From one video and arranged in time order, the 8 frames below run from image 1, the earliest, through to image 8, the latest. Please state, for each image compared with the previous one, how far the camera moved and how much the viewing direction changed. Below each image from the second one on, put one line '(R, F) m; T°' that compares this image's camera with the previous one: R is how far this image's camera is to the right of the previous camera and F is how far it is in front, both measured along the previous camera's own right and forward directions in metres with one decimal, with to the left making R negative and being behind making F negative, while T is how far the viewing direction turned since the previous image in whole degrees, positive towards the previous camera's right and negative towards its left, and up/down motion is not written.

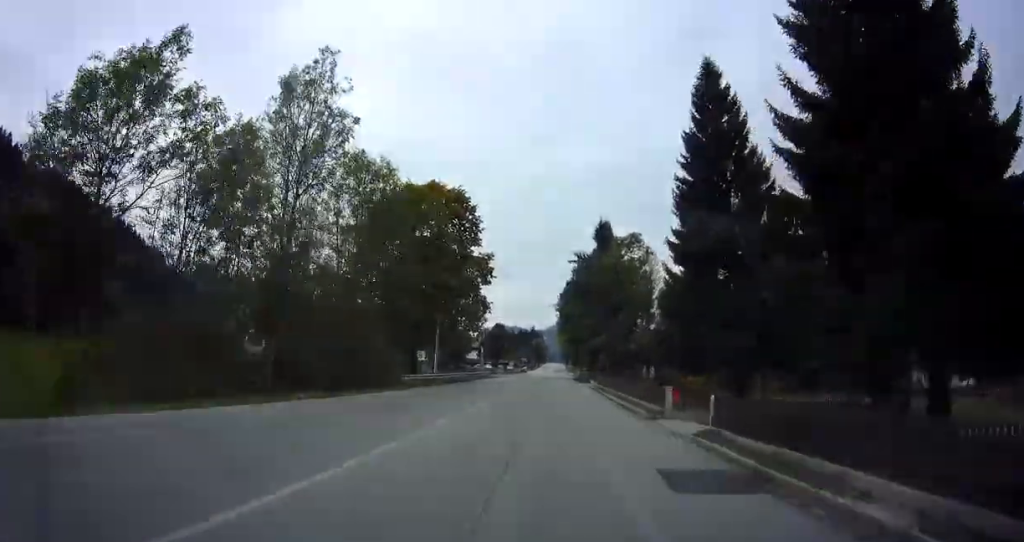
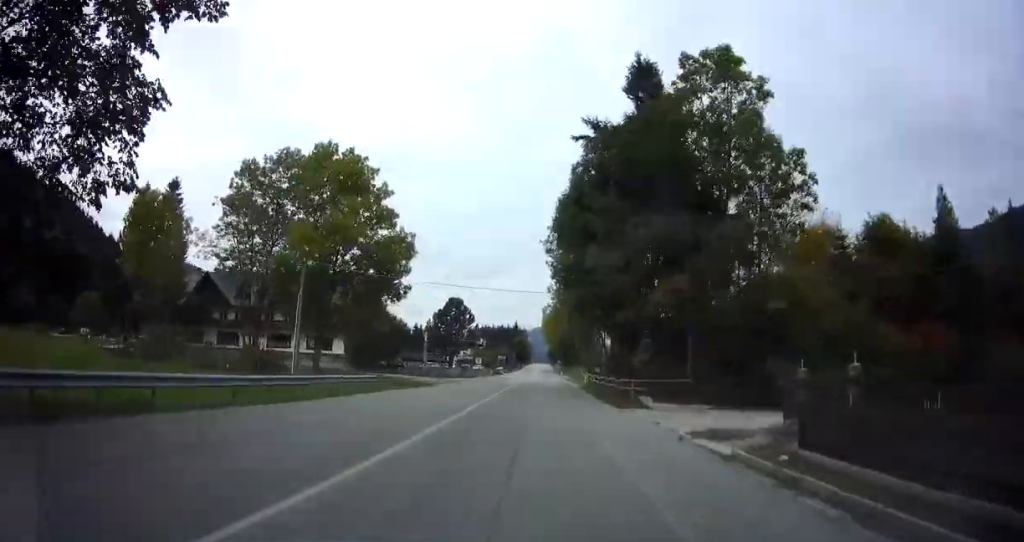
(+1.3, +42.0) m; +2°
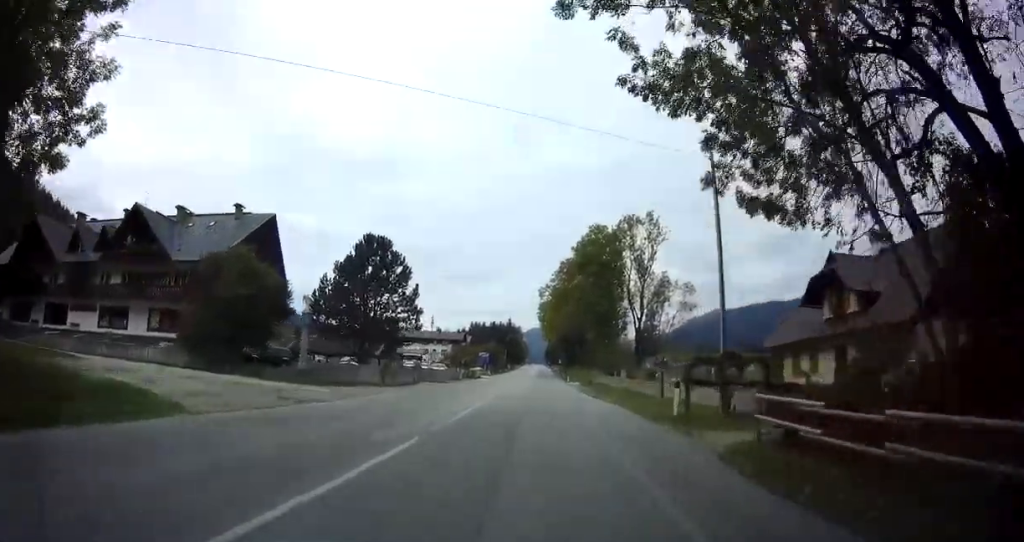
(-0.1, +34.5) m; 0°
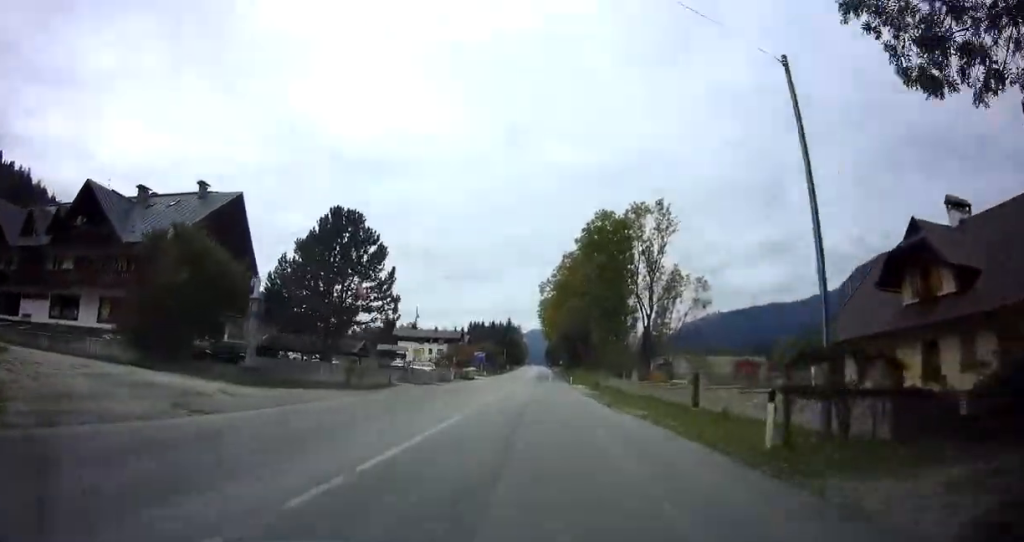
(0.0, +7.1) m; 0°
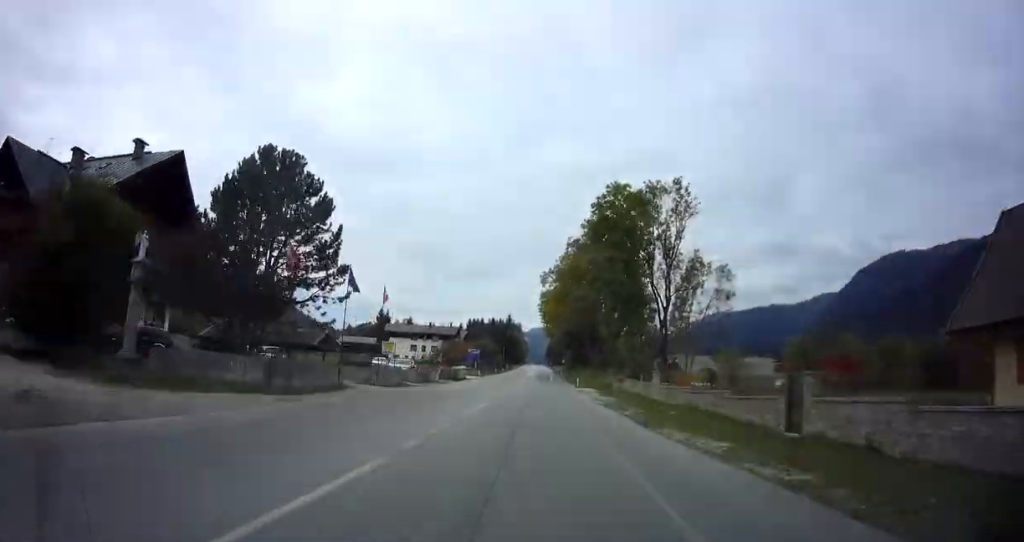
(0.0, +9.3) m; 0°
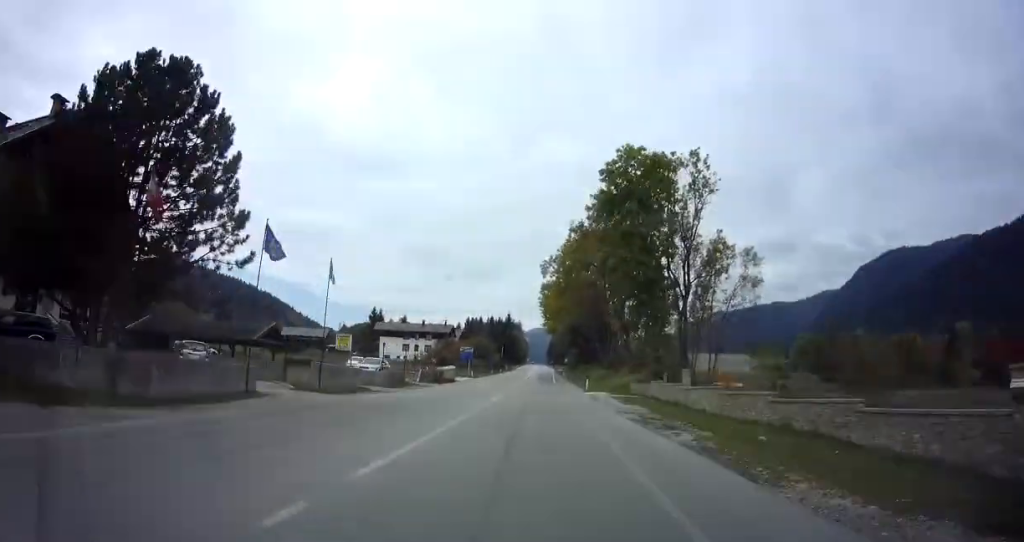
(-0.1, +8.7) m; +1°
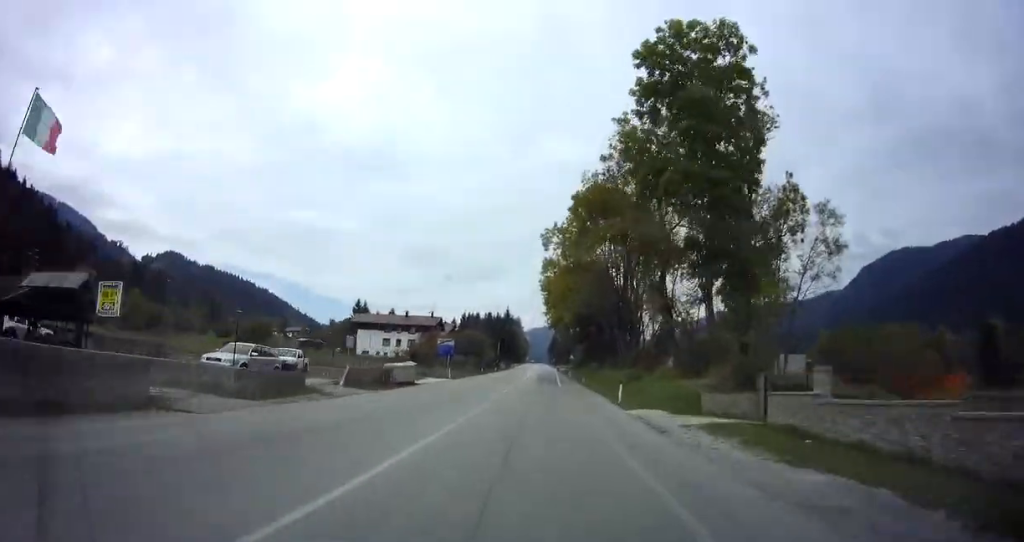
(+0.3, +17.2) m; 0°
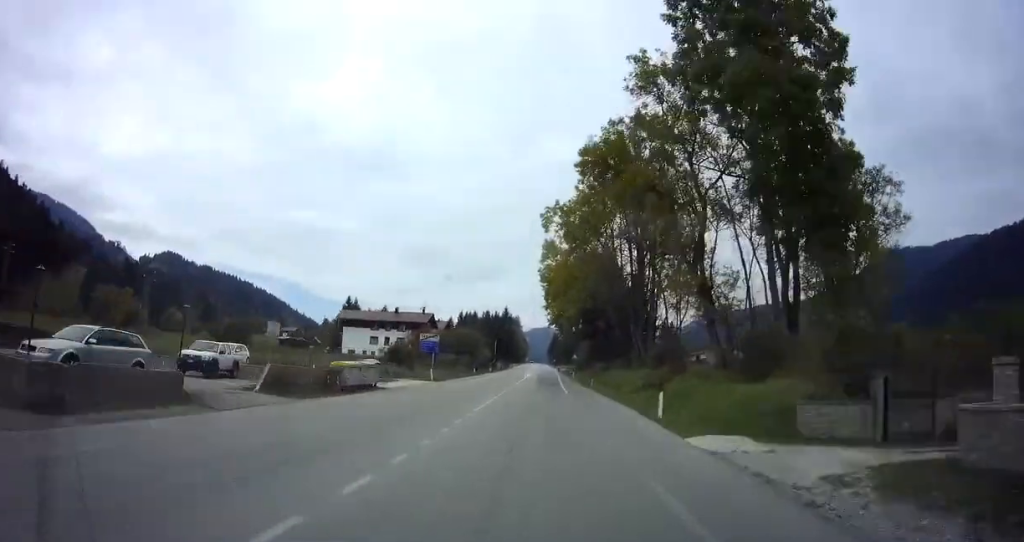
(-0.1, +8.4) m; -1°
